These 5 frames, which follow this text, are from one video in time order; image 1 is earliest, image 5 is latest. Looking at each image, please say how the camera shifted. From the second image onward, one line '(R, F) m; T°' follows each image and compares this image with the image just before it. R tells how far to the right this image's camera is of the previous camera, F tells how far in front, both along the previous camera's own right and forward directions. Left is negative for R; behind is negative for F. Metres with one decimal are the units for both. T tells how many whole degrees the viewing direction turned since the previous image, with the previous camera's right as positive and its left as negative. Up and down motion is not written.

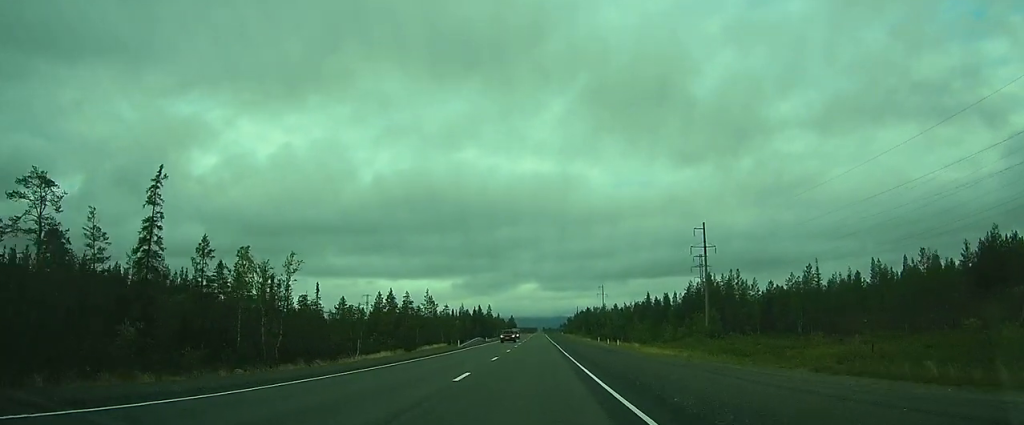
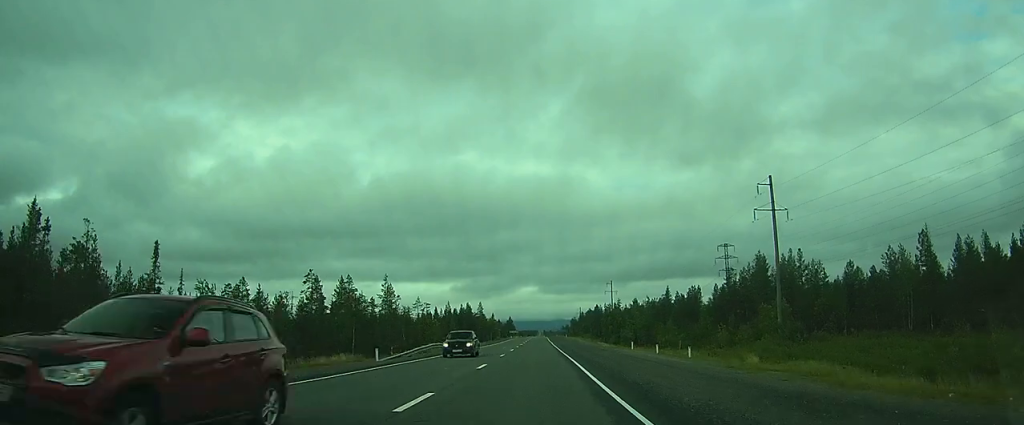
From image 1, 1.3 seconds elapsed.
(+0.2, +27.8) m; +1°
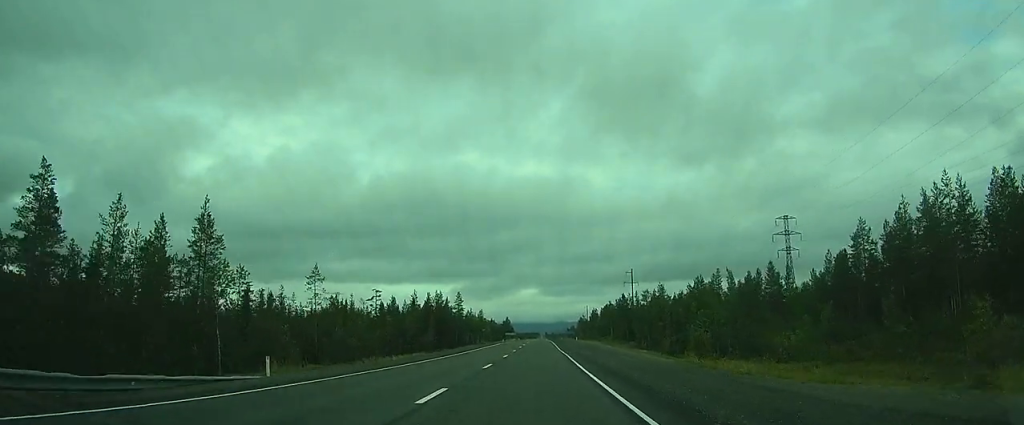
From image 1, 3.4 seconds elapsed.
(0.0, +42.0) m; 0°
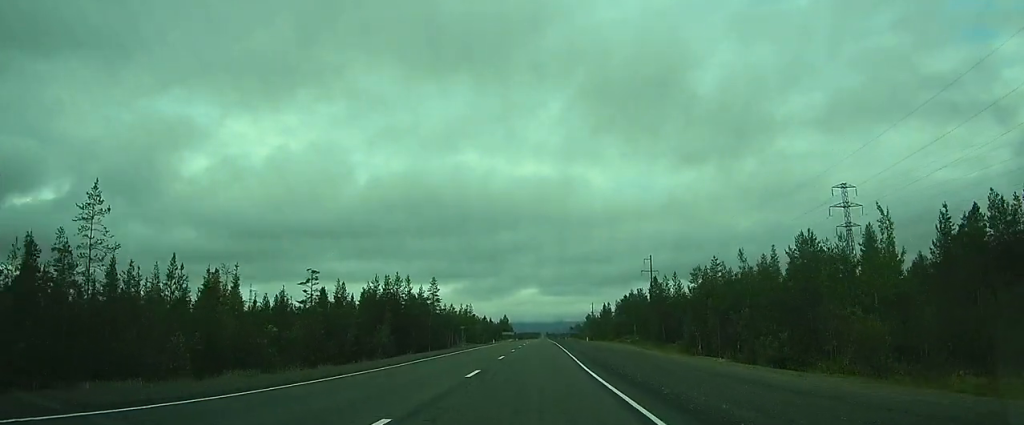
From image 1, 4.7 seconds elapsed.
(-0.1, +25.7) m; -1°
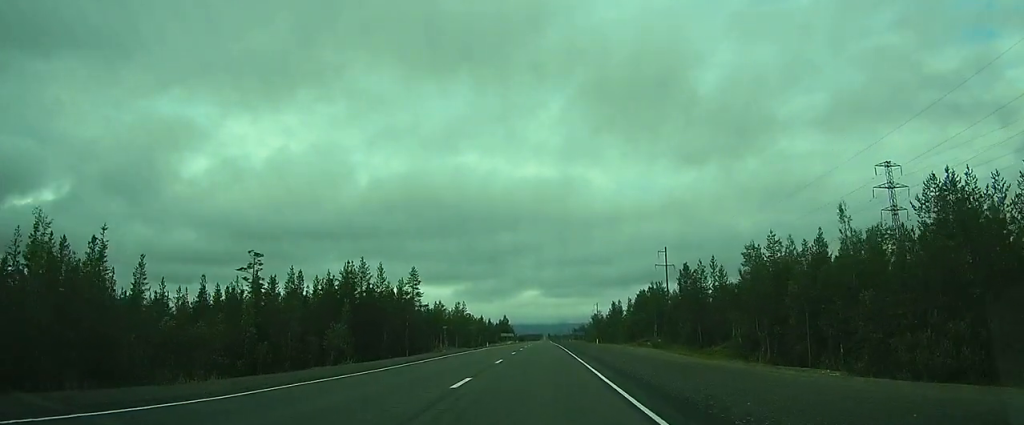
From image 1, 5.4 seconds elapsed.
(-0.1, +13.8) m; 0°
